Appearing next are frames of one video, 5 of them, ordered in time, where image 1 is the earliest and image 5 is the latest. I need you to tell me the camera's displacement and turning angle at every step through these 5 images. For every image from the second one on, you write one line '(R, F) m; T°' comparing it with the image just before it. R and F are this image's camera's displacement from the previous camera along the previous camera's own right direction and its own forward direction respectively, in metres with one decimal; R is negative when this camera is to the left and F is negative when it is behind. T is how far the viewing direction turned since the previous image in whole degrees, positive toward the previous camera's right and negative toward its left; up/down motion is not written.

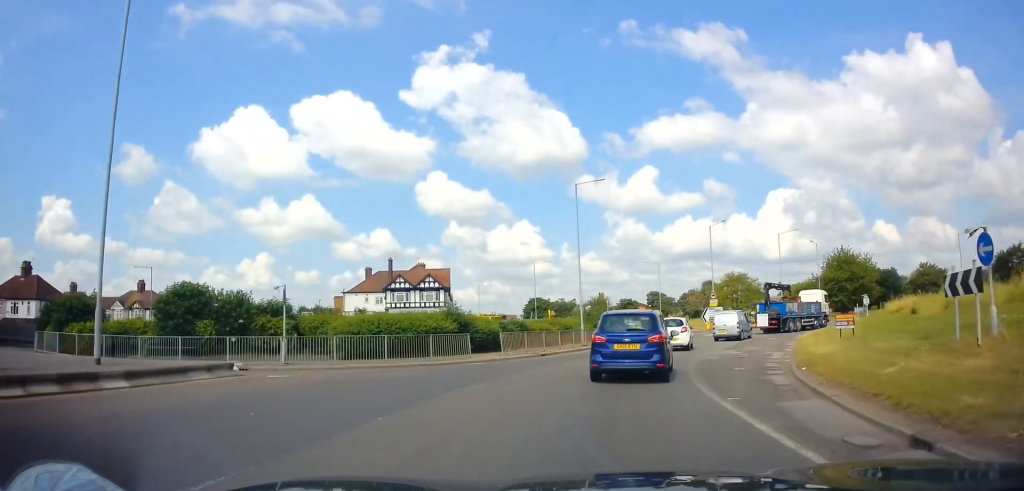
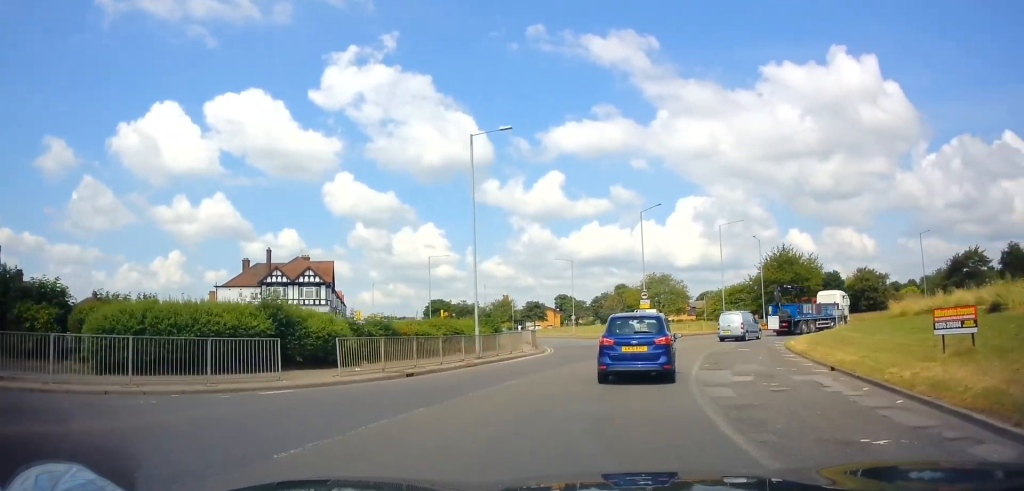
(+1.0, +9.9) m; +8°
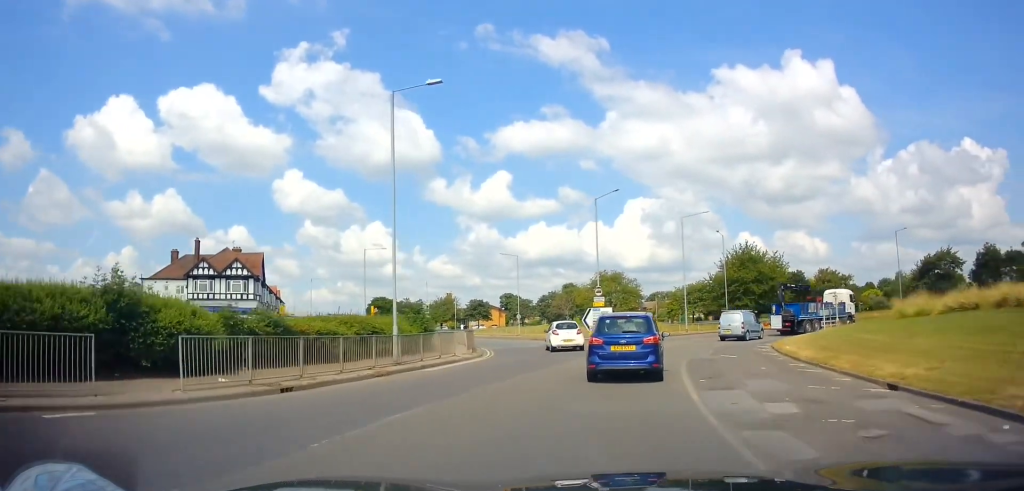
(-0.2, +5.2) m; +4°
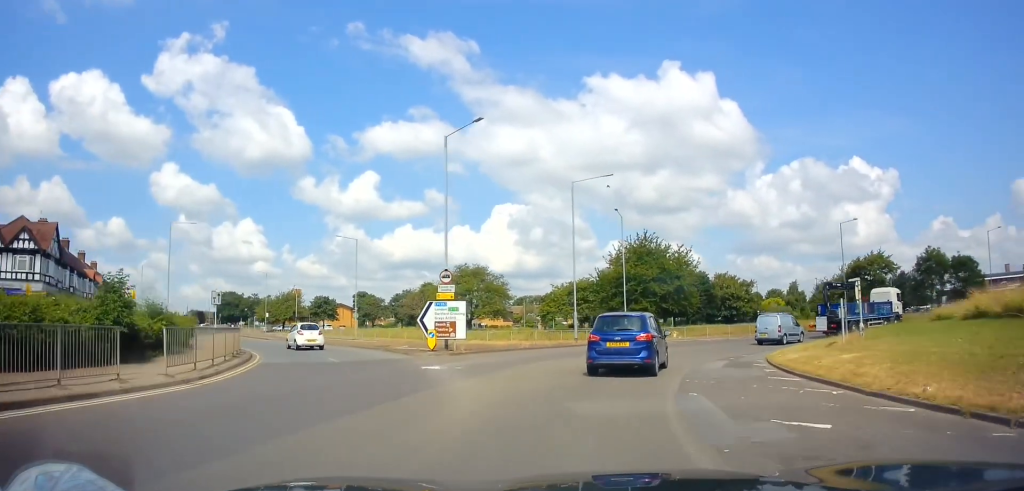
(+2.0, +14.1) m; +14°
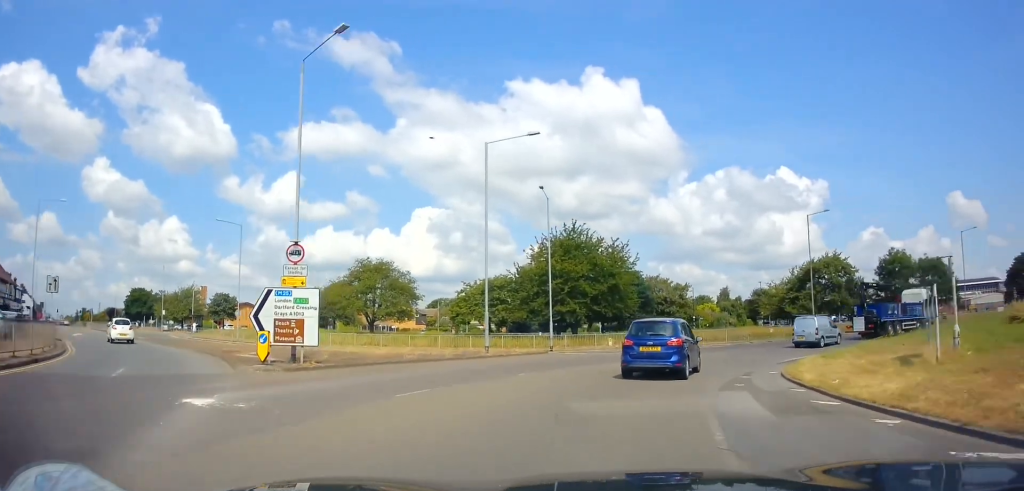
(+0.7, +8.4) m; +9°
